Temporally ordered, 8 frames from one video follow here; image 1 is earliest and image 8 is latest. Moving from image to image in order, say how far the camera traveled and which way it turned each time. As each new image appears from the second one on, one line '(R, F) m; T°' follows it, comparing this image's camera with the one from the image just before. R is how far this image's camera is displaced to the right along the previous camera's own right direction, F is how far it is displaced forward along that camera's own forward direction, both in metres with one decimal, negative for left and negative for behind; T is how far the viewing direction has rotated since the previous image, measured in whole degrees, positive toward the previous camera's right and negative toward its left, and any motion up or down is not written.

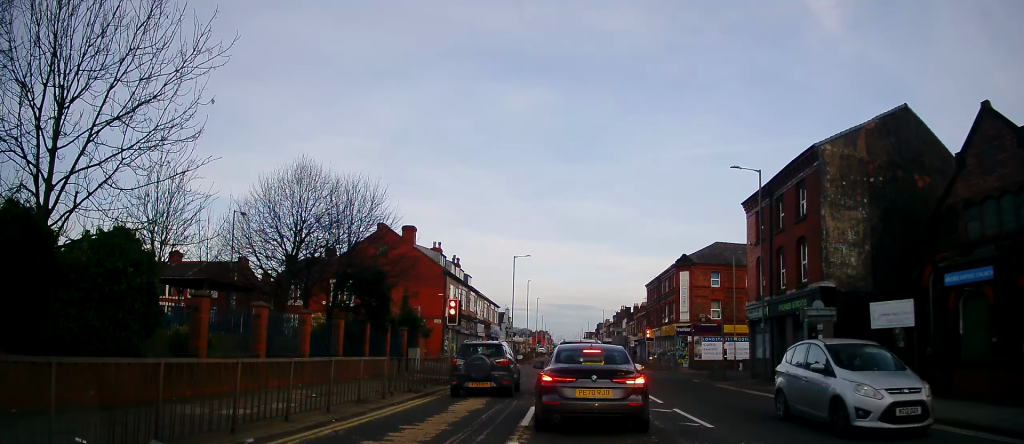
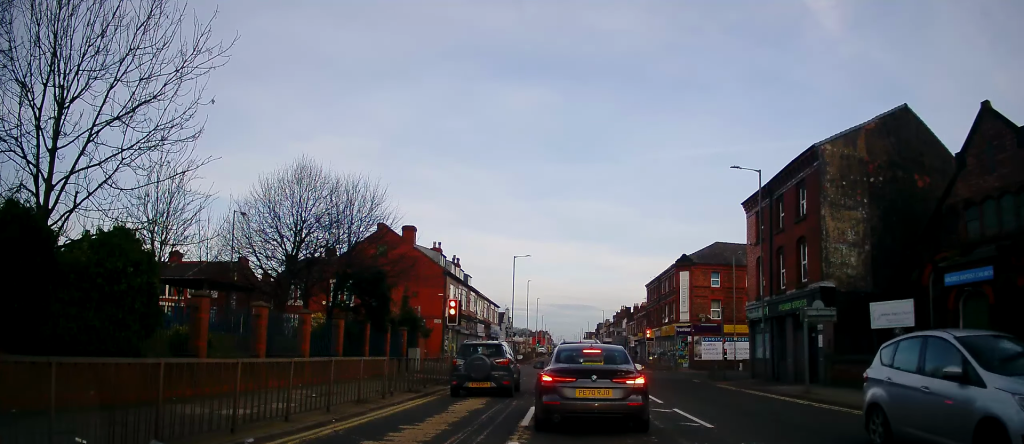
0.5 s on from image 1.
(0.0, 0.0) m; 0°
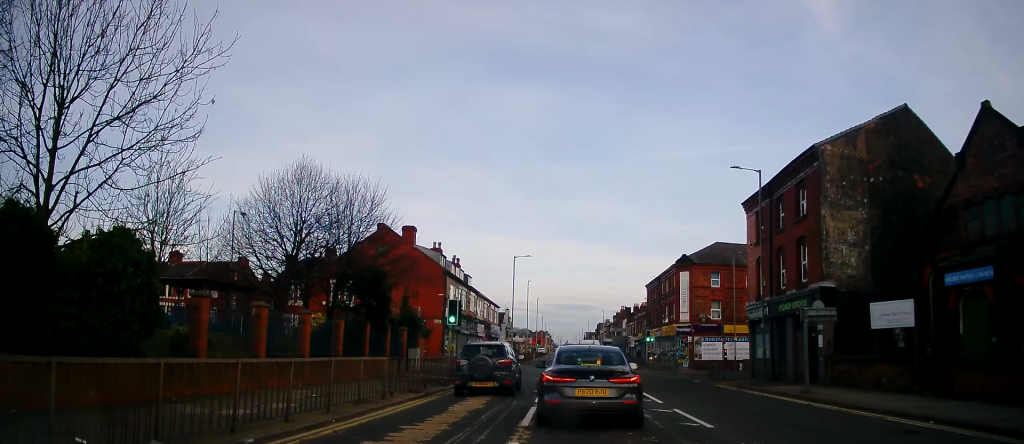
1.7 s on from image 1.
(0.0, 0.0) m; 0°
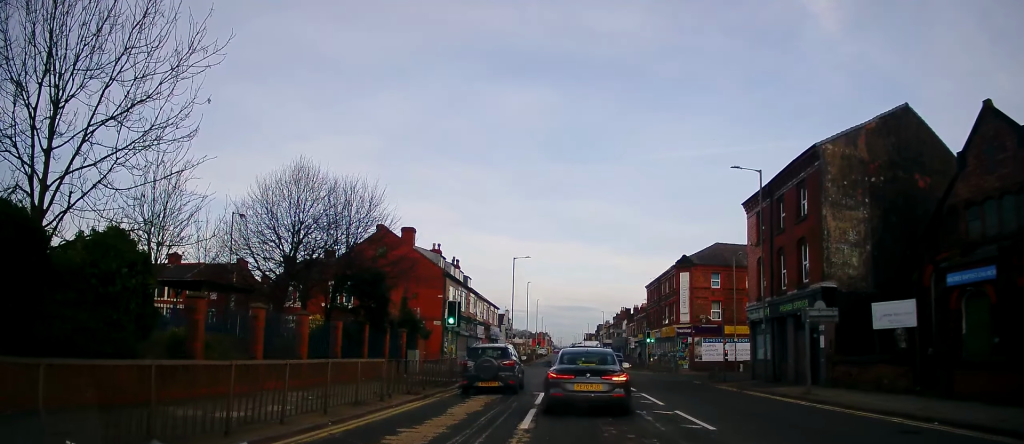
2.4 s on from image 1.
(0.0, +0.1) m; 0°
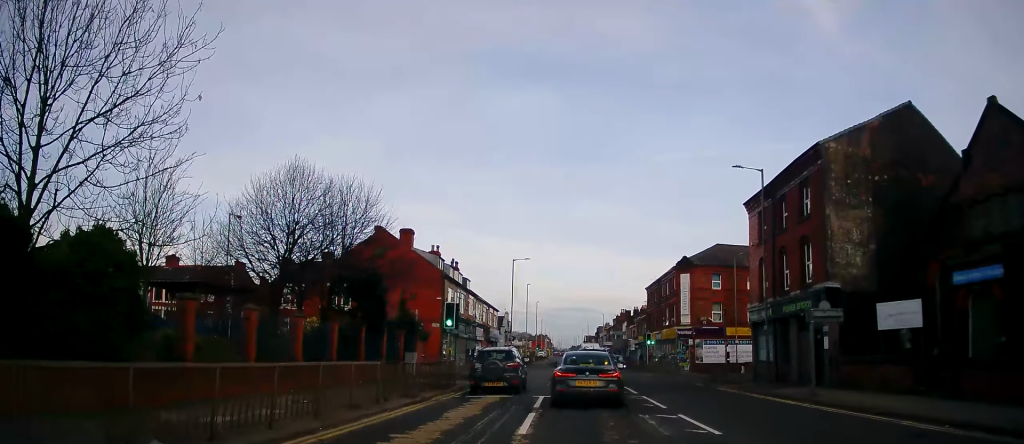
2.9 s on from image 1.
(0.0, +0.1) m; 0°
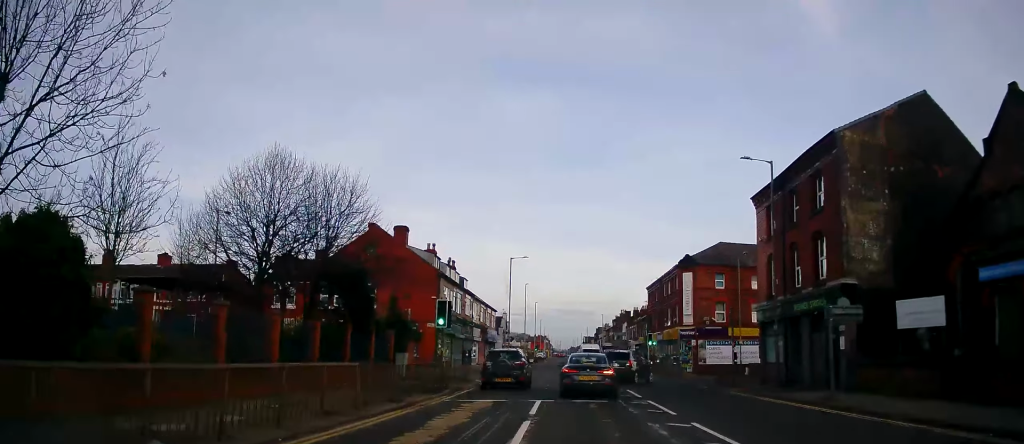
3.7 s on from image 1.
(-0.2, +0.9) m; -4°
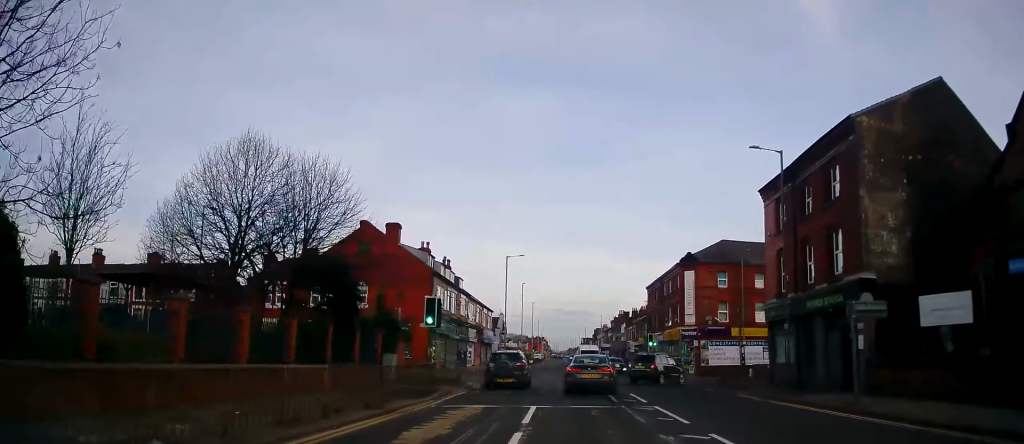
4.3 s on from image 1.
(0.0, +1.1) m; -1°
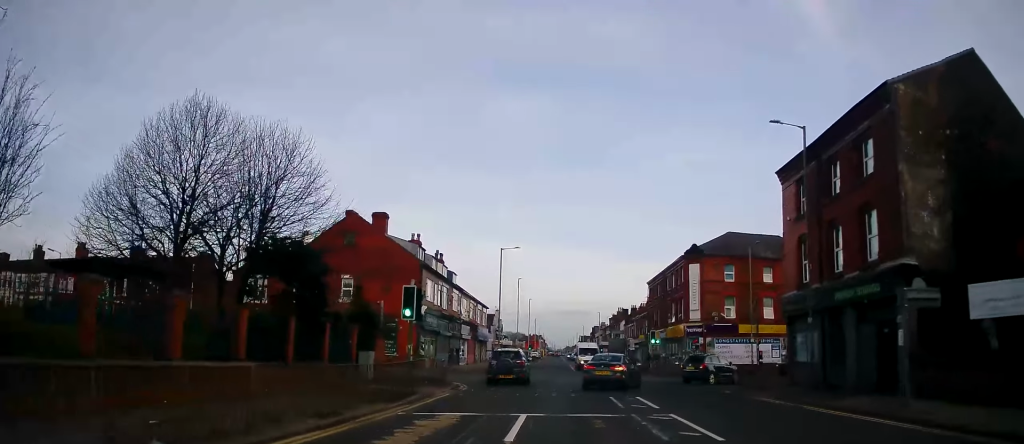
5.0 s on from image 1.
(+0.1, +2.0) m; 0°
